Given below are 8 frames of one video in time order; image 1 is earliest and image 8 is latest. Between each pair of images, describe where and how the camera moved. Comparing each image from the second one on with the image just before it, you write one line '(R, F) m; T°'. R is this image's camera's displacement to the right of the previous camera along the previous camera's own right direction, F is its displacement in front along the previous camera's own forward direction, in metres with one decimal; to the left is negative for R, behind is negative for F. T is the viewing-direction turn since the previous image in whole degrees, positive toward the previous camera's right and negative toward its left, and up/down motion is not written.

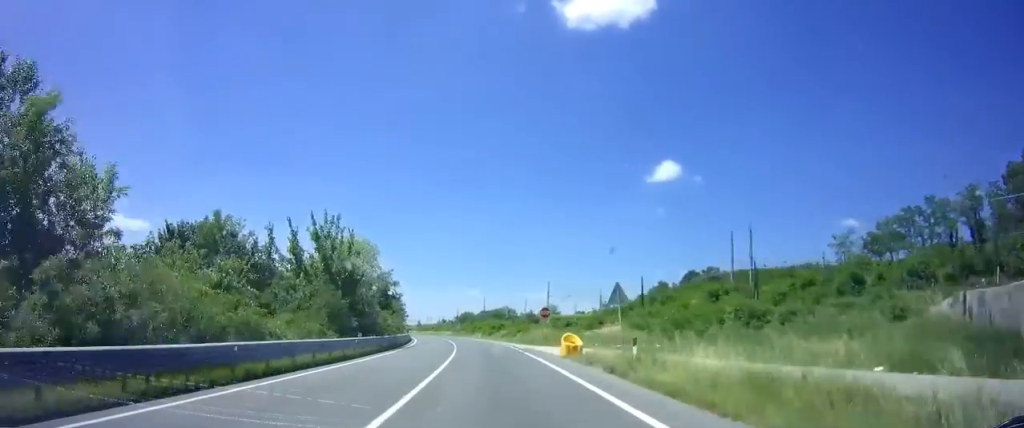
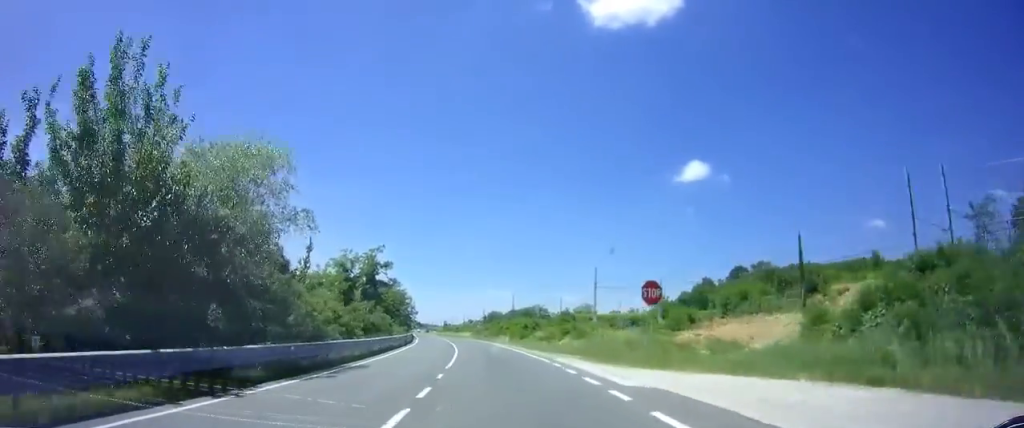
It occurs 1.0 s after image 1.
(-0.4, +24.3) m; -2°
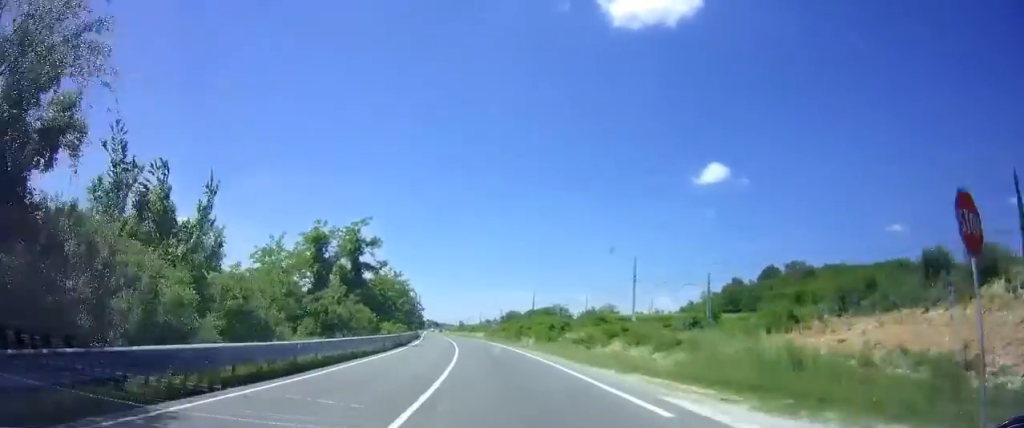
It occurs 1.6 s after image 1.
(-0.2, +13.5) m; -2°
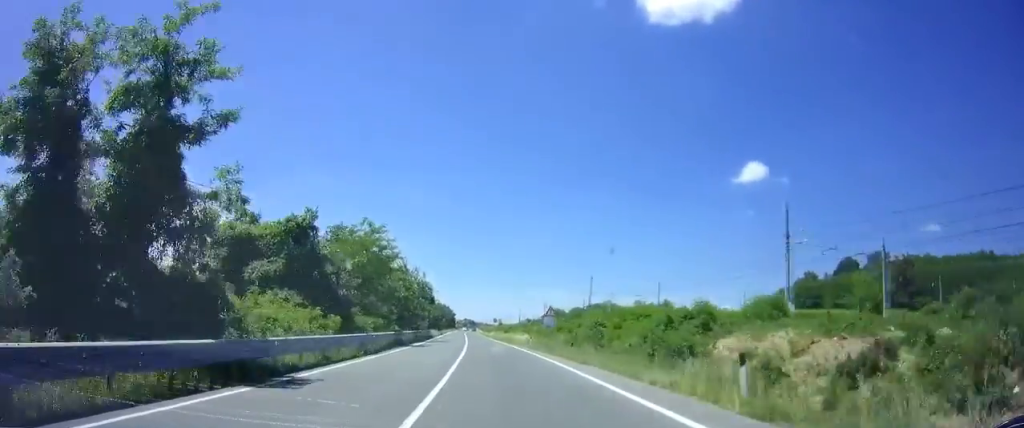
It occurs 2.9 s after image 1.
(-1.3, +30.4) m; -3°
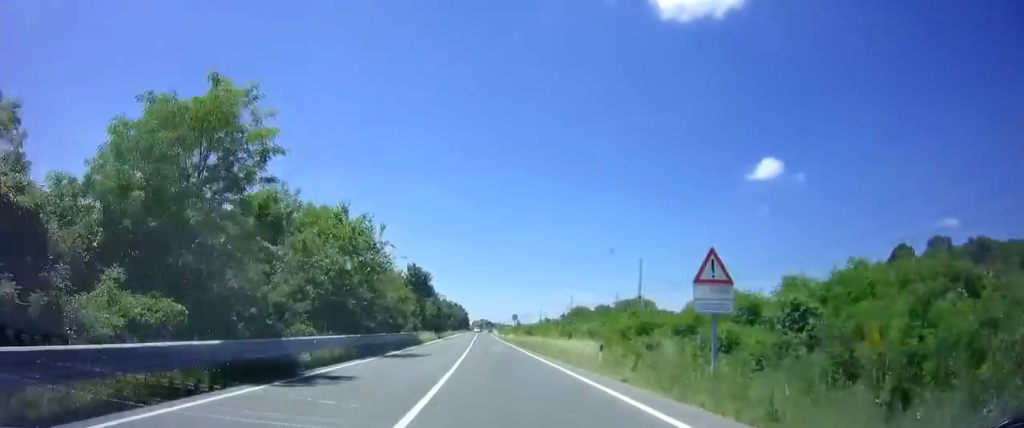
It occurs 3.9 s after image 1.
(-0.1, +24.5) m; 0°
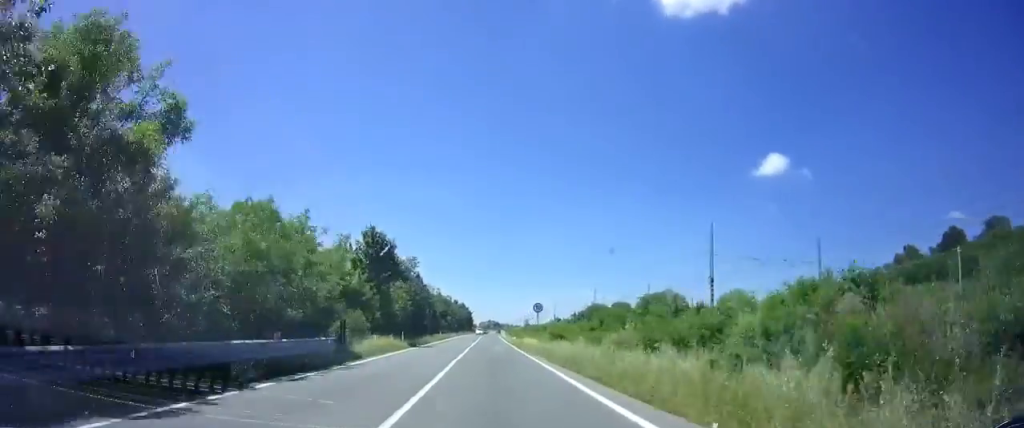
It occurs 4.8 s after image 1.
(0.0, +23.2) m; -1°
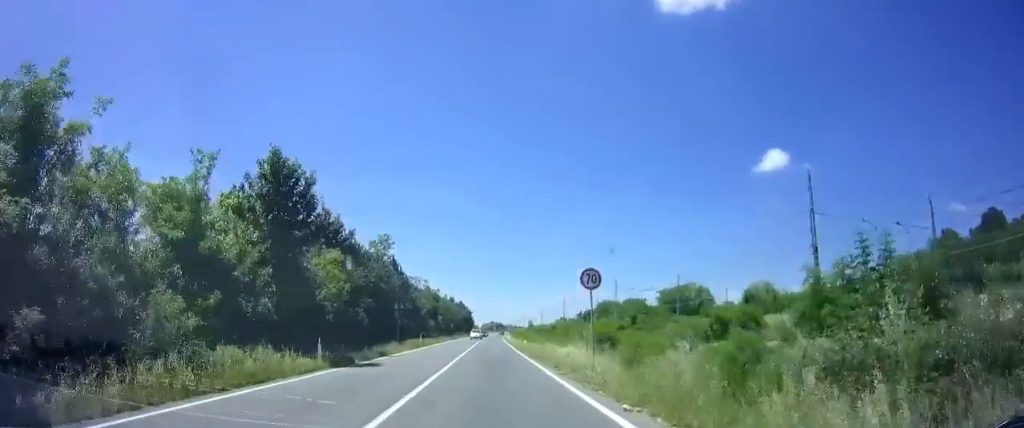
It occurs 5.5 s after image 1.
(-0.1, +17.6) m; -1°
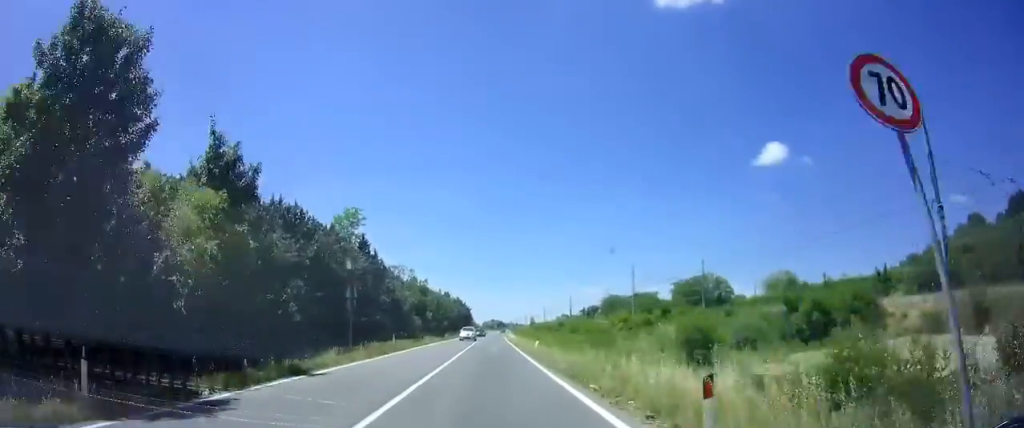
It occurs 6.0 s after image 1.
(-0.2, +11.8) m; 0°
